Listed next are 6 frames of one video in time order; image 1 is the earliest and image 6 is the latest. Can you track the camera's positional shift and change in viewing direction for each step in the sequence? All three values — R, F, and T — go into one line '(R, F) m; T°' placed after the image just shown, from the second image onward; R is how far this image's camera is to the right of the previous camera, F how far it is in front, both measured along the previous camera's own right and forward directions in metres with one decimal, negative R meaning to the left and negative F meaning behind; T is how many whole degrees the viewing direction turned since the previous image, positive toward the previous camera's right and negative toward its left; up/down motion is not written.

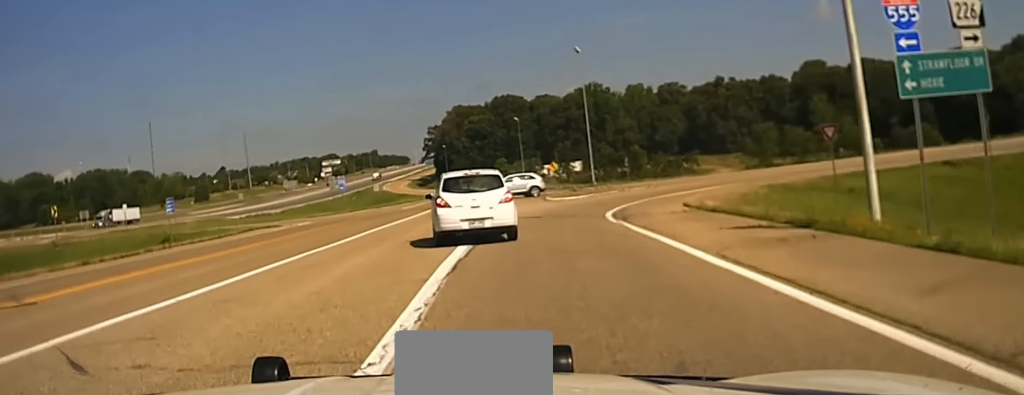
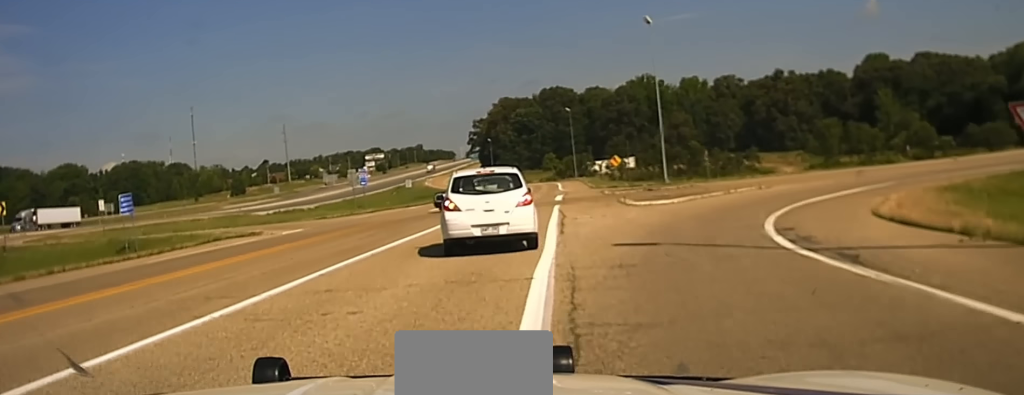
(-0.9, +15.7) m; -5°
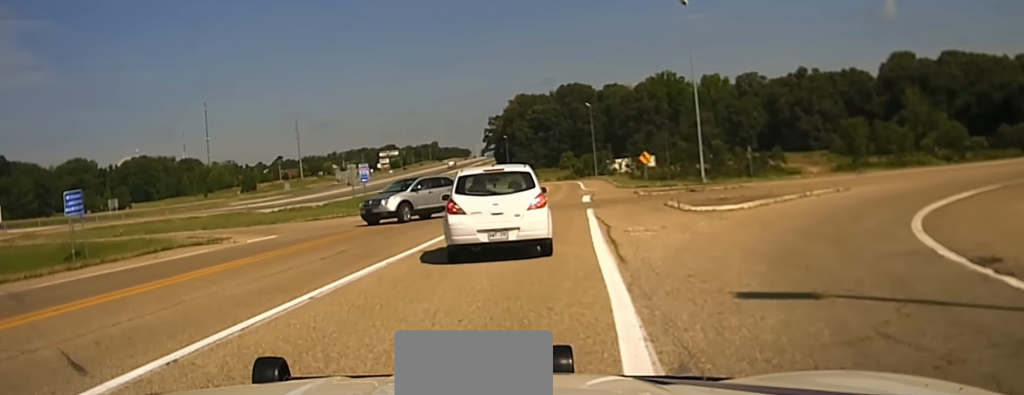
(-0.1, +7.0) m; -1°
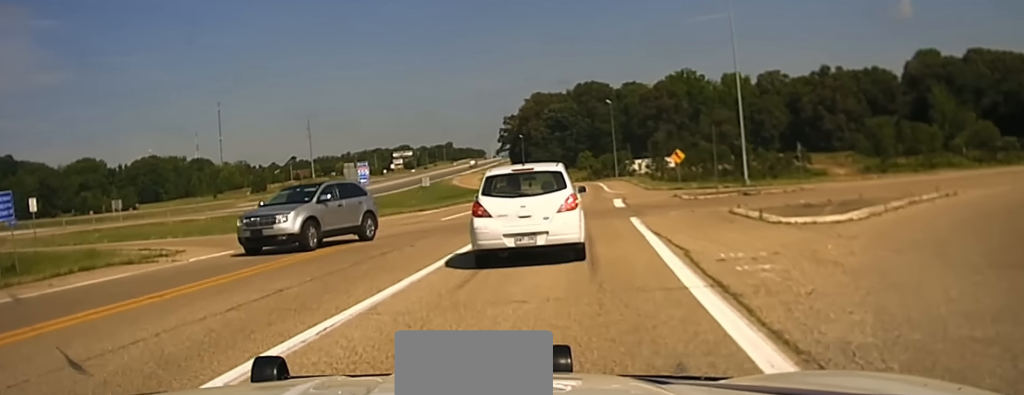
(0.0, +6.9) m; 0°
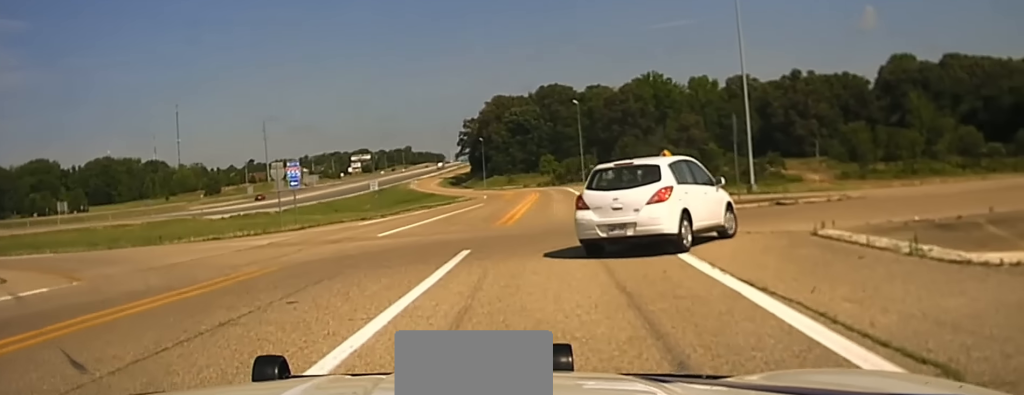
(+0.1, +8.6) m; +3°
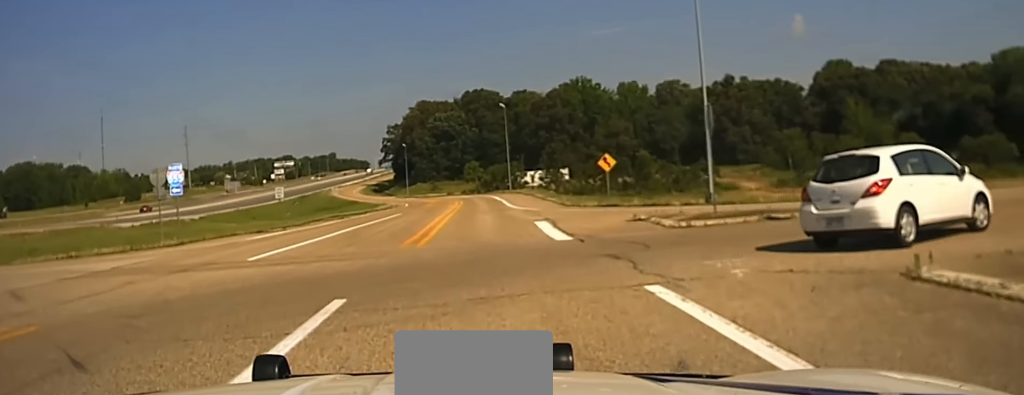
(+0.2, +6.2) m; +8°
